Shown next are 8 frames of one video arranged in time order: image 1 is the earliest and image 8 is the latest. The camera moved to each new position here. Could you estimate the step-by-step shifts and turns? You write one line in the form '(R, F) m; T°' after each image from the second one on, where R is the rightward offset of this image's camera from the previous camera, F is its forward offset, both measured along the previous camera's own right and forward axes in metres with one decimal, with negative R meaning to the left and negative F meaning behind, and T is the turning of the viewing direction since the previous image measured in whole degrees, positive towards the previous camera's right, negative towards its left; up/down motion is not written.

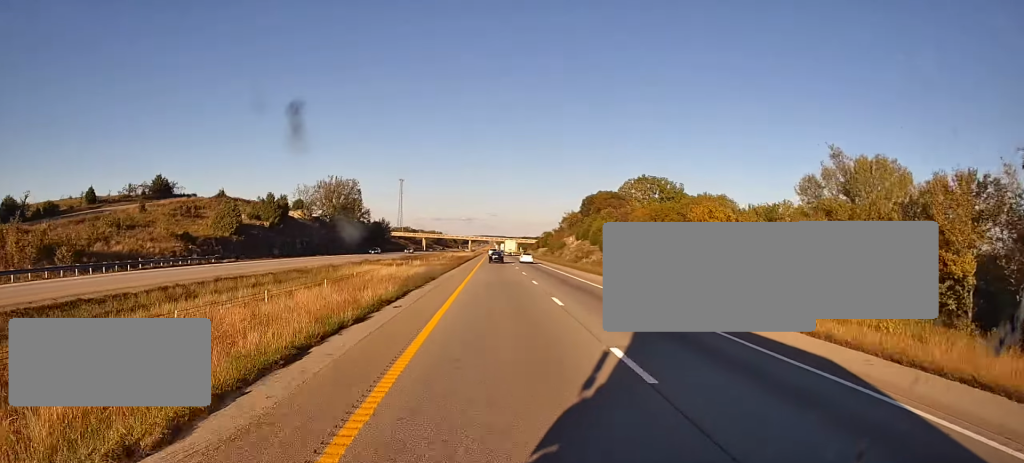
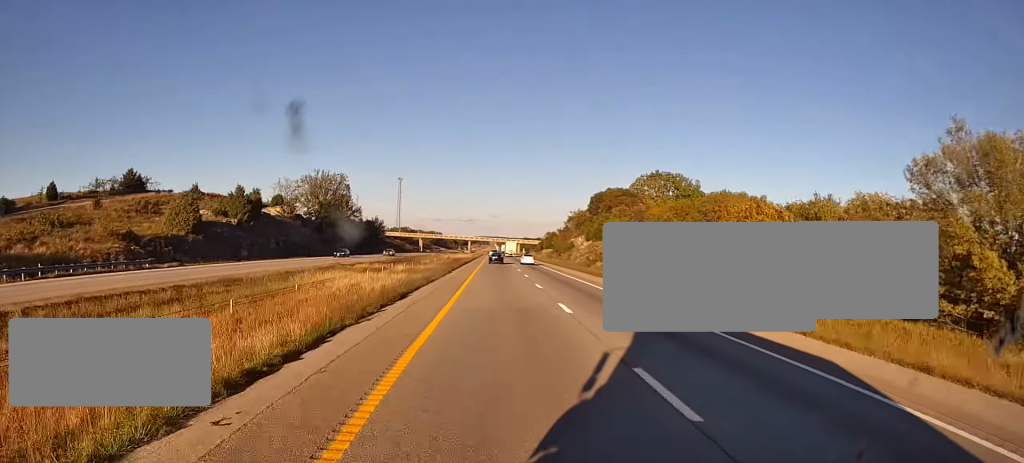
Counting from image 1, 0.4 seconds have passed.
(-0.3, +14.1) m; -1°
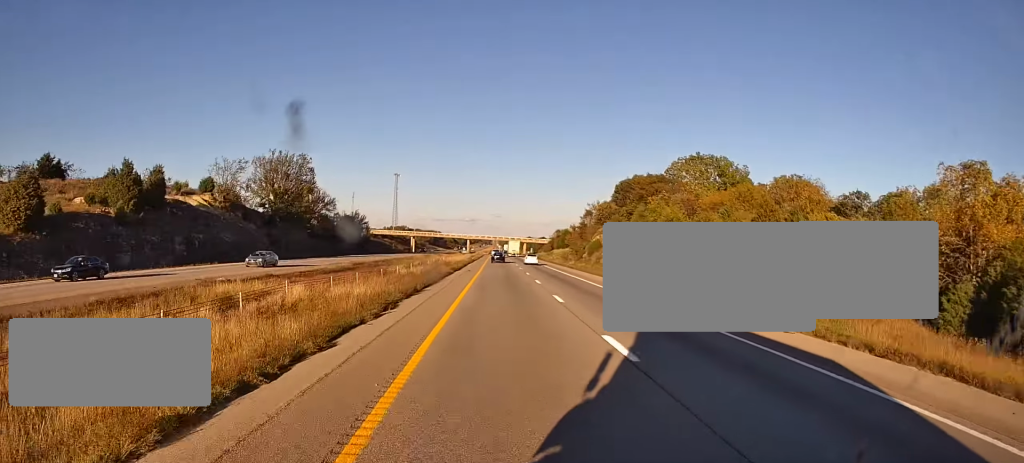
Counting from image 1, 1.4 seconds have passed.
(-0.2, +32.5) m; 0°
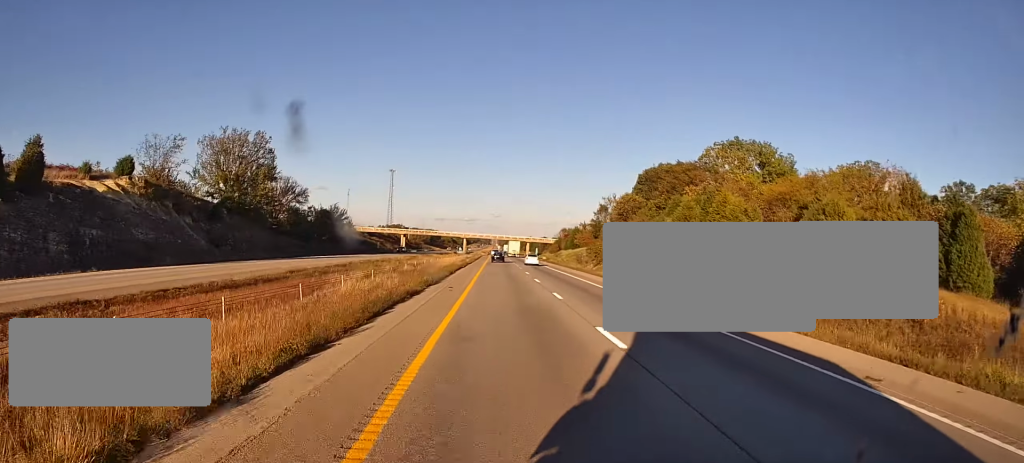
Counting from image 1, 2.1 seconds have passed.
(+0.1, +22.7) m; 0°
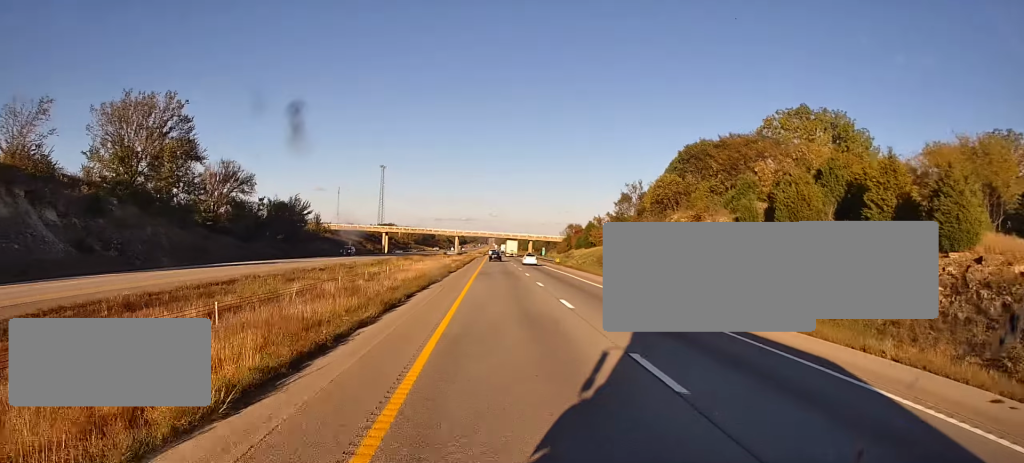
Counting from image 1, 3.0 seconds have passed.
(0.0, +28.1) m; 0°
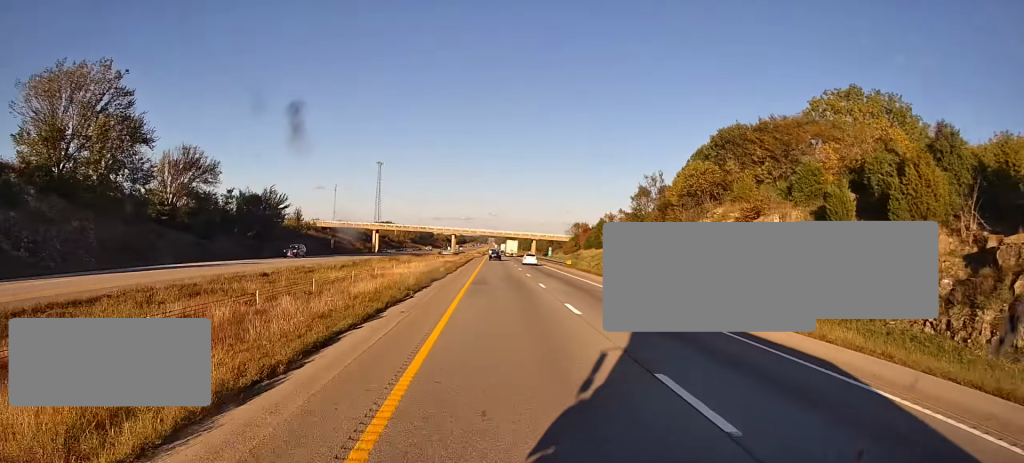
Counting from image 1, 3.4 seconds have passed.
(-0.1, +14.0) m; 0°
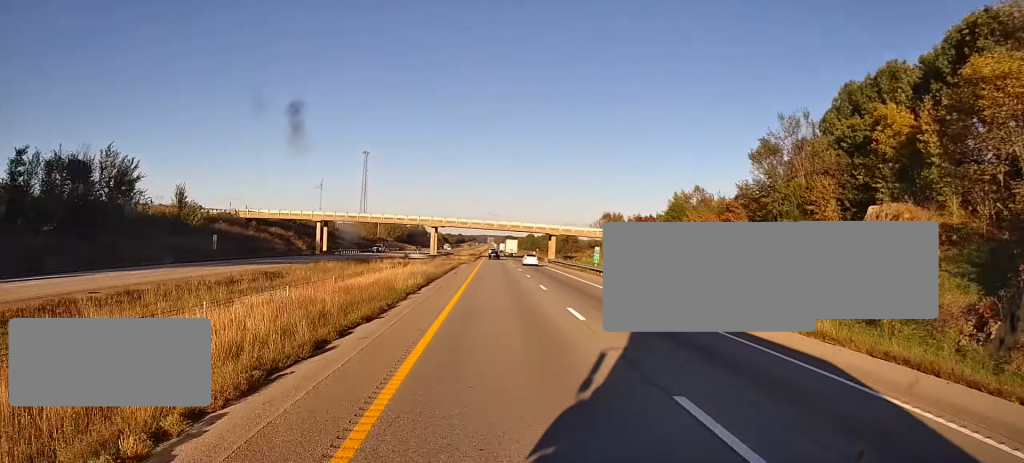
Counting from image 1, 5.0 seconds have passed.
(0.0, +49.9) m; 0°
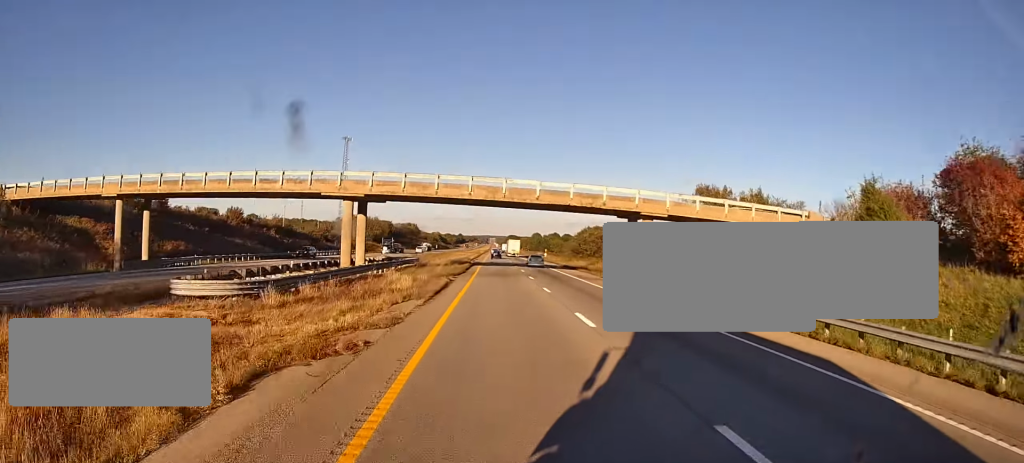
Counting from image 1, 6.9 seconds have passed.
(+0.3, +62.1) m; 0°
